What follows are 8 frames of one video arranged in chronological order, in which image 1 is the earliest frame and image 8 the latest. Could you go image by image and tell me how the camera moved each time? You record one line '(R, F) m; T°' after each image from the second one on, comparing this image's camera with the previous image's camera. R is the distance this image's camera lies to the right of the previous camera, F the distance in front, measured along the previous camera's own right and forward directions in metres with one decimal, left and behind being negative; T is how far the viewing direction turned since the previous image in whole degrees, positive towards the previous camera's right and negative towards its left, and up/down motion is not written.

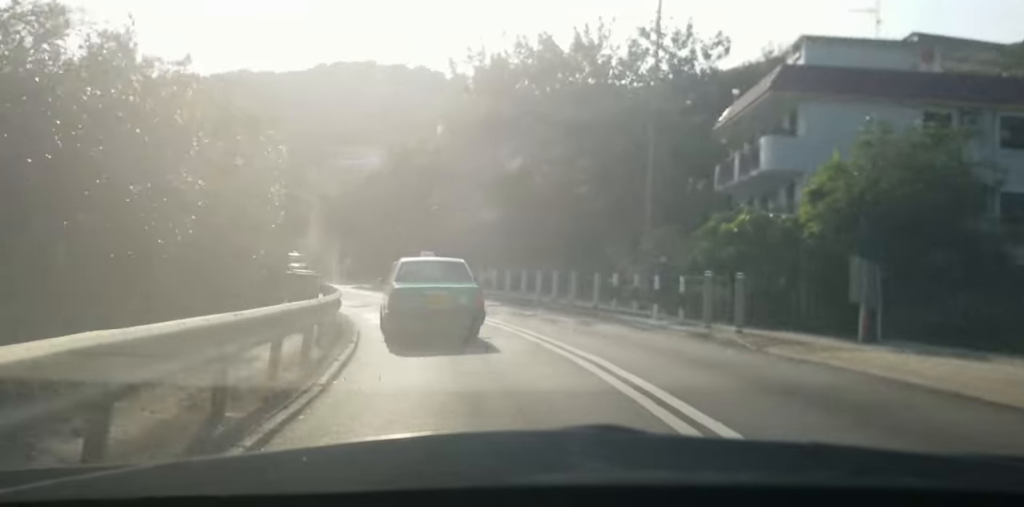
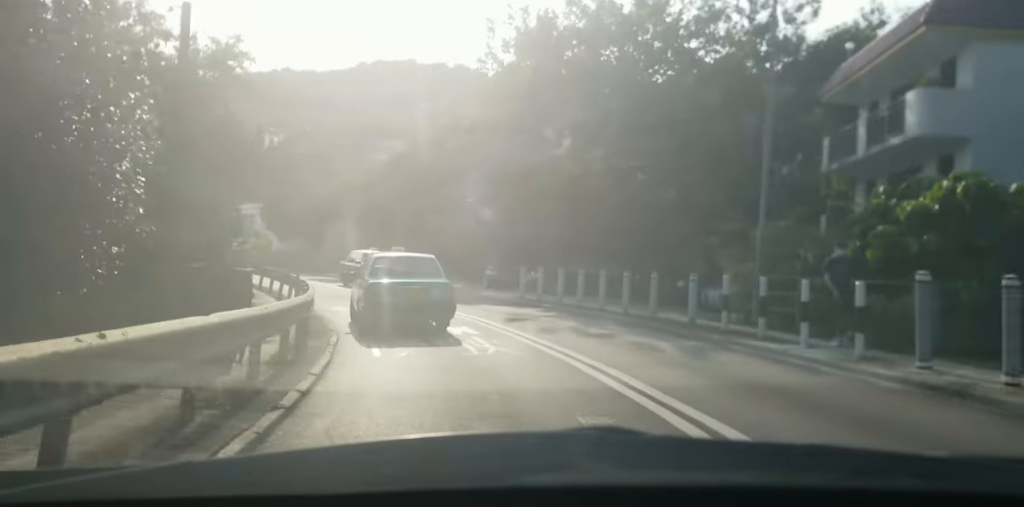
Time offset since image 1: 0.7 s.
(0.0, +6.1) m; -3°
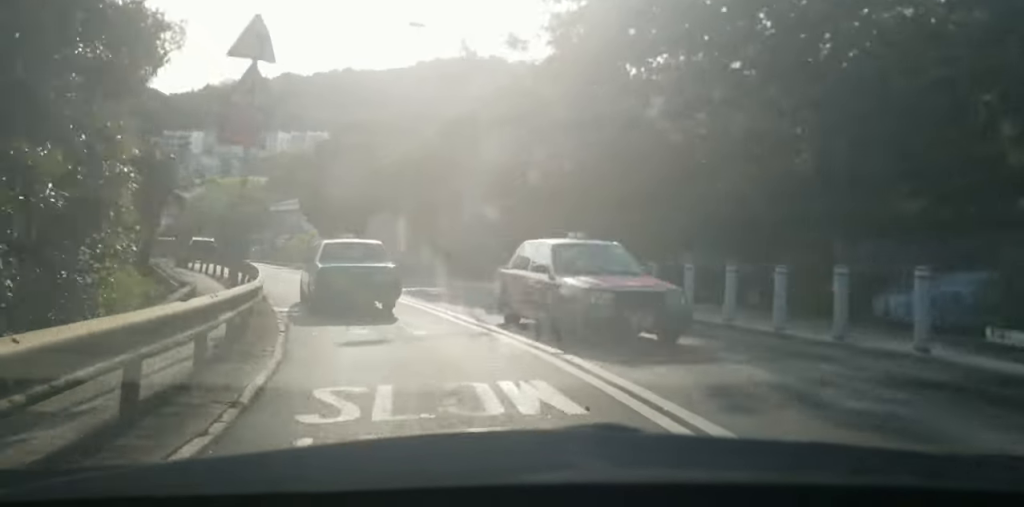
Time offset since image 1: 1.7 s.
(-0.4, +8.2) m; -7°
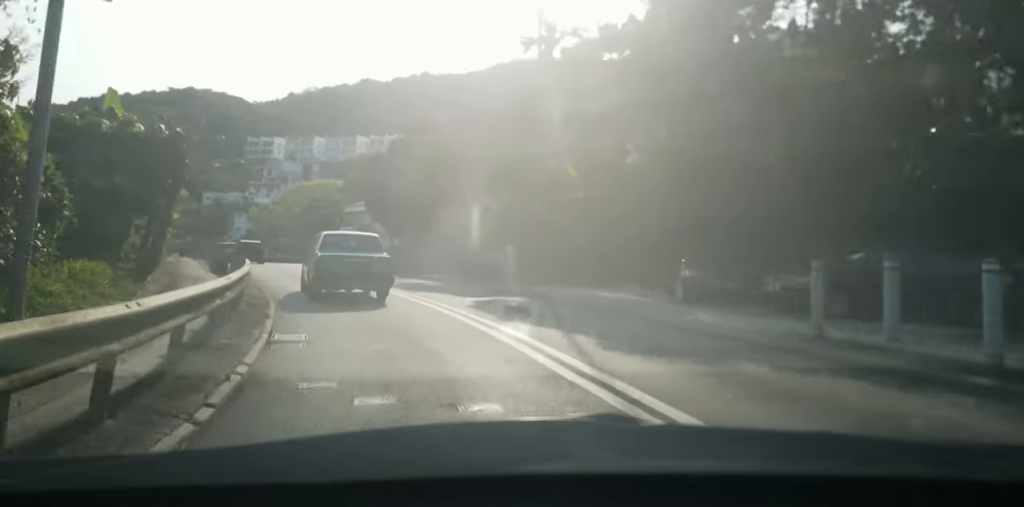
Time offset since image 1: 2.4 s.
(-0.3, +5.9) m; -5°
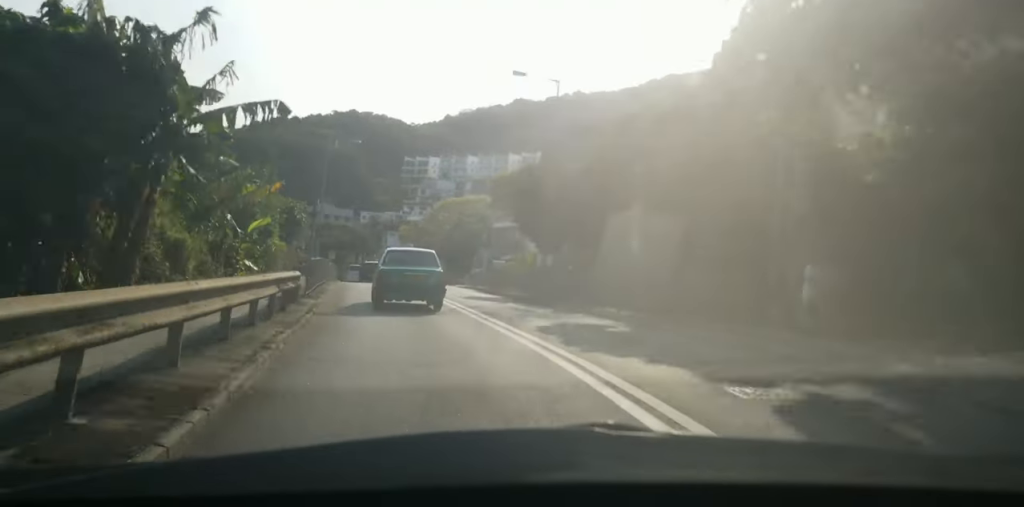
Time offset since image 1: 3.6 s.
(-0.8, +10.5) m; -10°
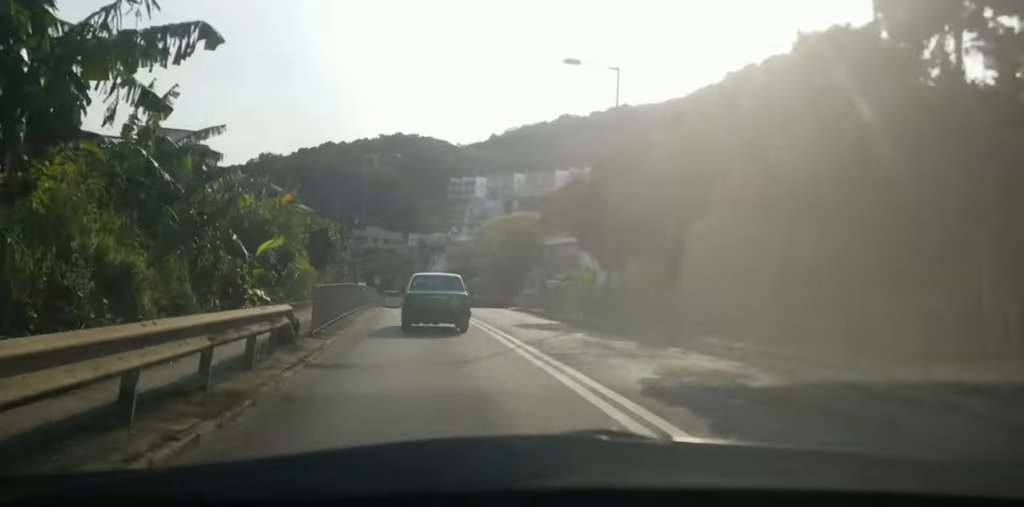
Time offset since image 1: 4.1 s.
(-0.4, +5.1) m; -3°
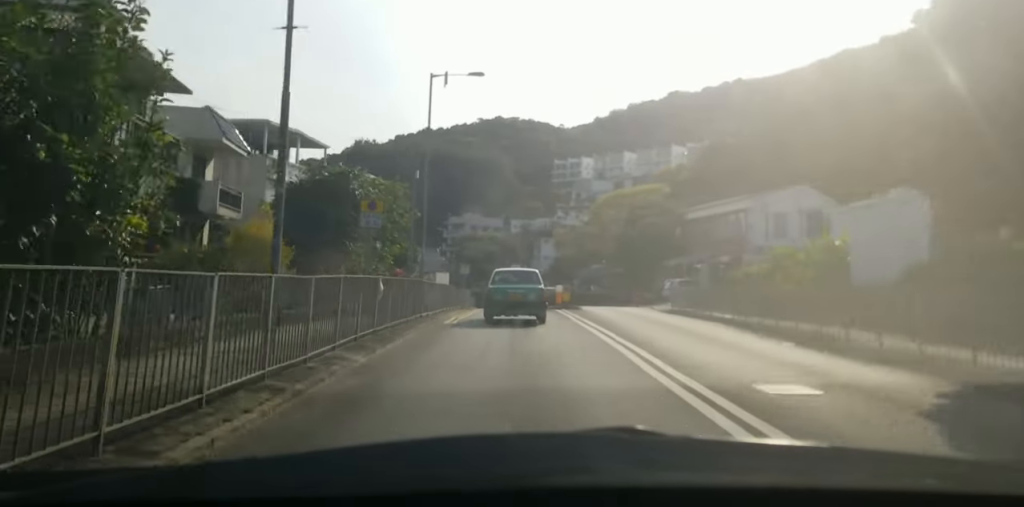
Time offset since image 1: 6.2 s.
(-2.2, +20.3) m; -10°
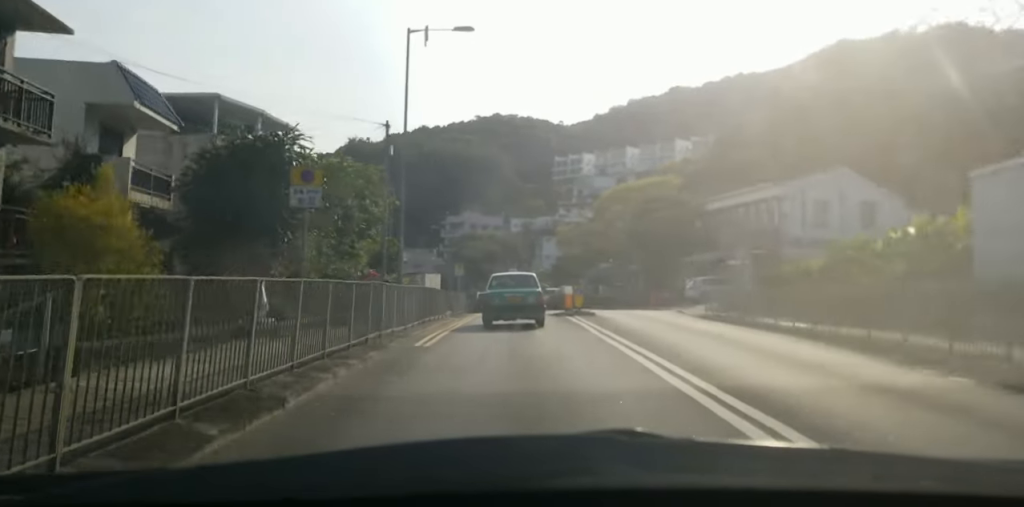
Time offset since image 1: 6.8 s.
(-0.1, +6.2) m; 0°
